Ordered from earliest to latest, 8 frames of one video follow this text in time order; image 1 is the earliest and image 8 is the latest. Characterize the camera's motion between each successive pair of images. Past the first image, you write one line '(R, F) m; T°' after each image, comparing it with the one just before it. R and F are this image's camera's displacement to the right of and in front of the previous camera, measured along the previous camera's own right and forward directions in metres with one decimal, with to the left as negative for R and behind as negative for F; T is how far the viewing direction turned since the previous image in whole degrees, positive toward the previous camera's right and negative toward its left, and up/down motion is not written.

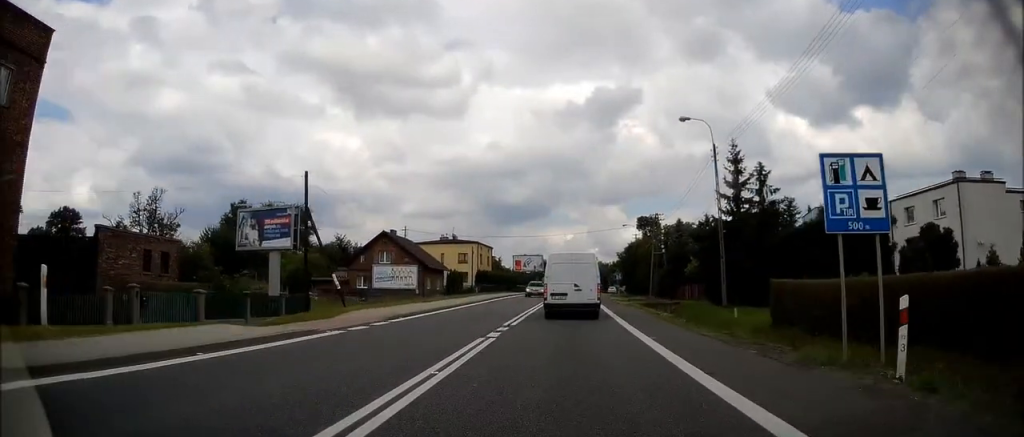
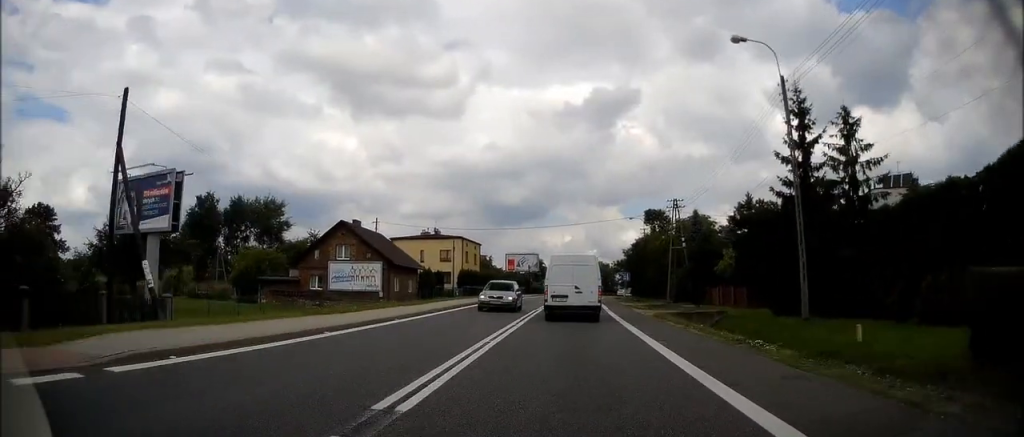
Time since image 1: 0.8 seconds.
(0.0, +12.8) m; 0°
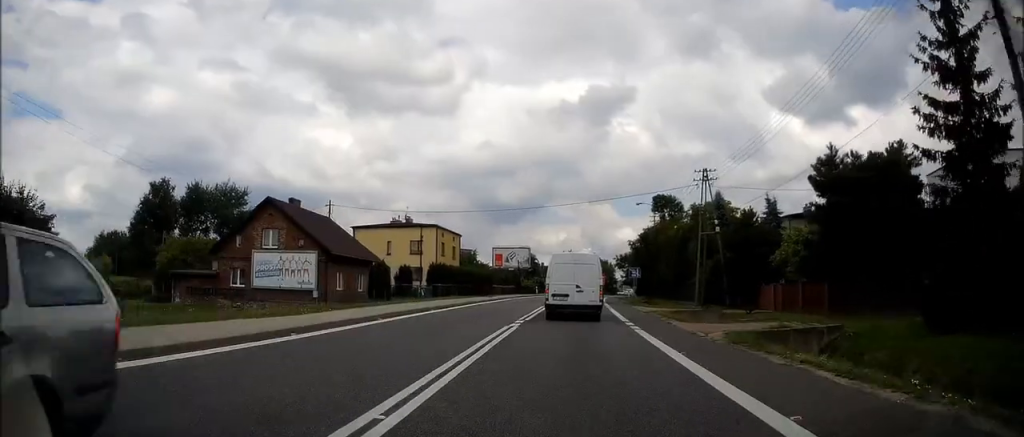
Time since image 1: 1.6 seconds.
(0.0, +13.9) m; 0°
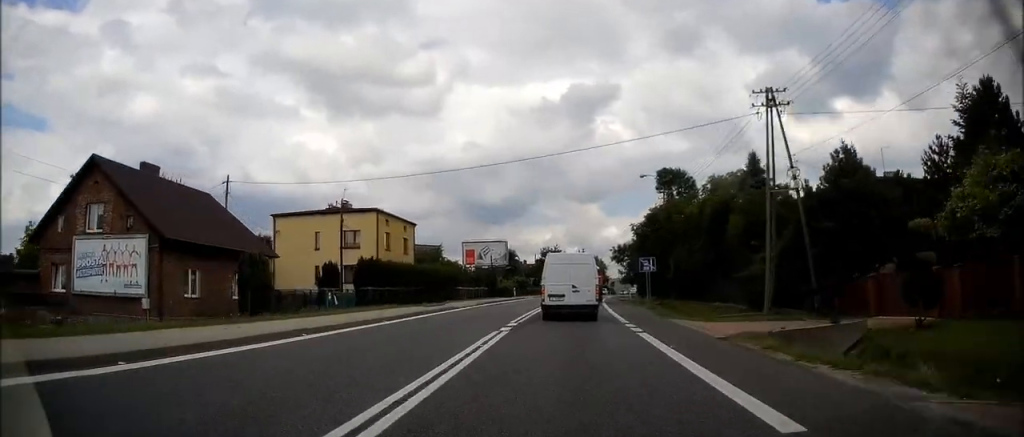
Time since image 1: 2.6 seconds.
(0.0, +17.3) m; +1°
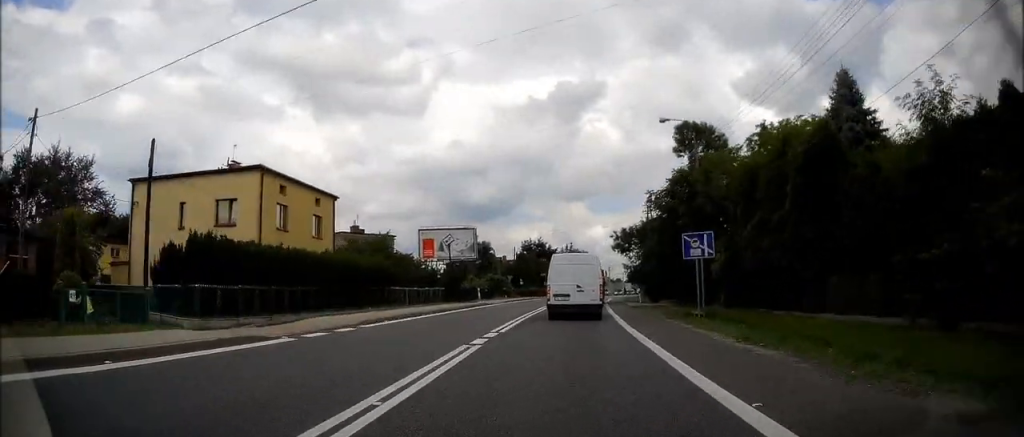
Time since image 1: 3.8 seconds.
(+0.3, +19.0) m; +2°
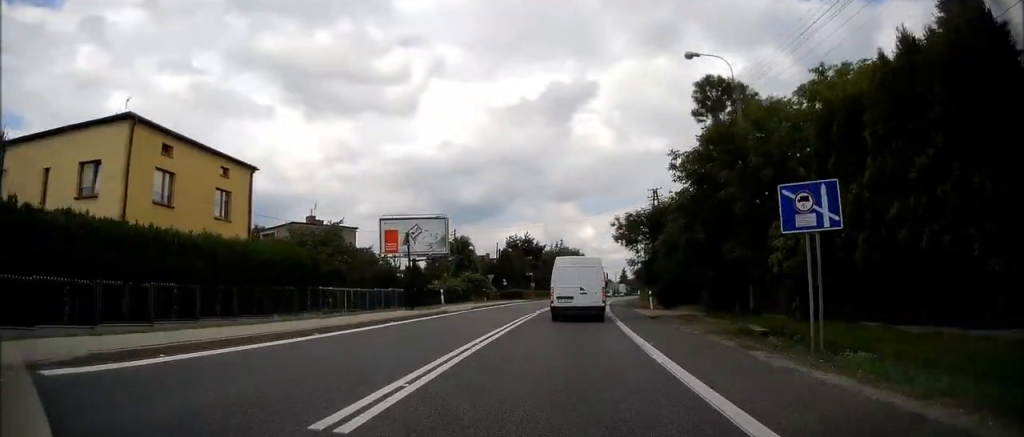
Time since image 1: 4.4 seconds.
(+0.1, +11.3) m; +1°
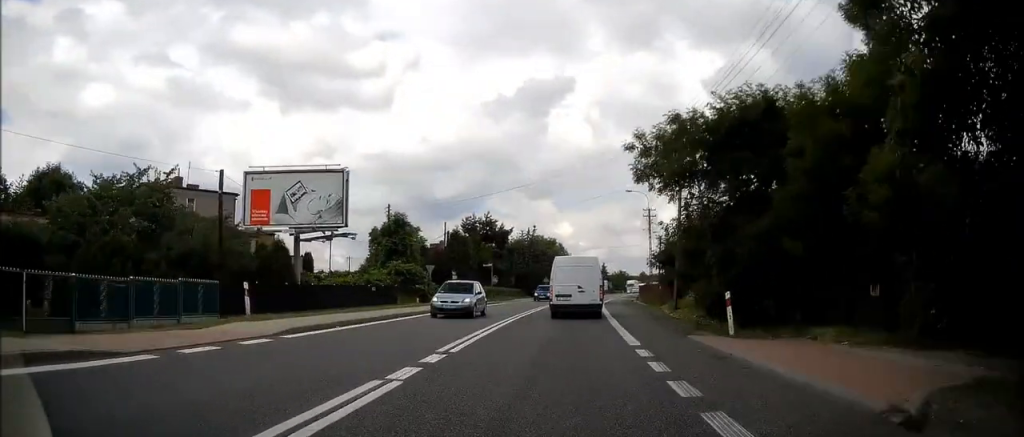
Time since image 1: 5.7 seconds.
(+0.4, +22.1) m; +2°
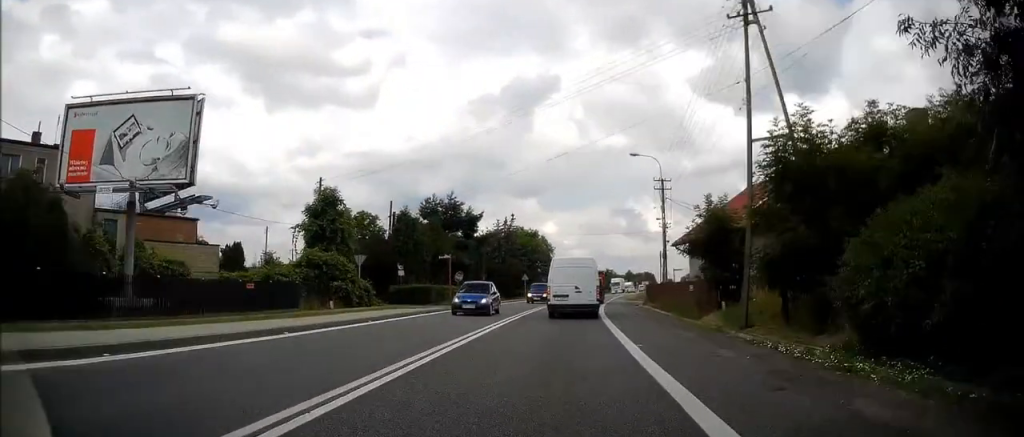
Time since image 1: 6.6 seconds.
(+0.2, +14.9) m; +2°
